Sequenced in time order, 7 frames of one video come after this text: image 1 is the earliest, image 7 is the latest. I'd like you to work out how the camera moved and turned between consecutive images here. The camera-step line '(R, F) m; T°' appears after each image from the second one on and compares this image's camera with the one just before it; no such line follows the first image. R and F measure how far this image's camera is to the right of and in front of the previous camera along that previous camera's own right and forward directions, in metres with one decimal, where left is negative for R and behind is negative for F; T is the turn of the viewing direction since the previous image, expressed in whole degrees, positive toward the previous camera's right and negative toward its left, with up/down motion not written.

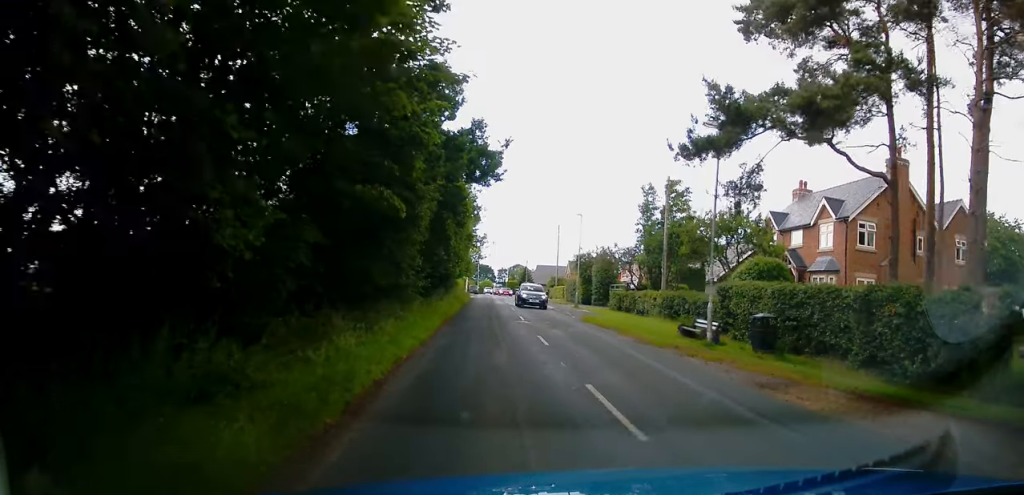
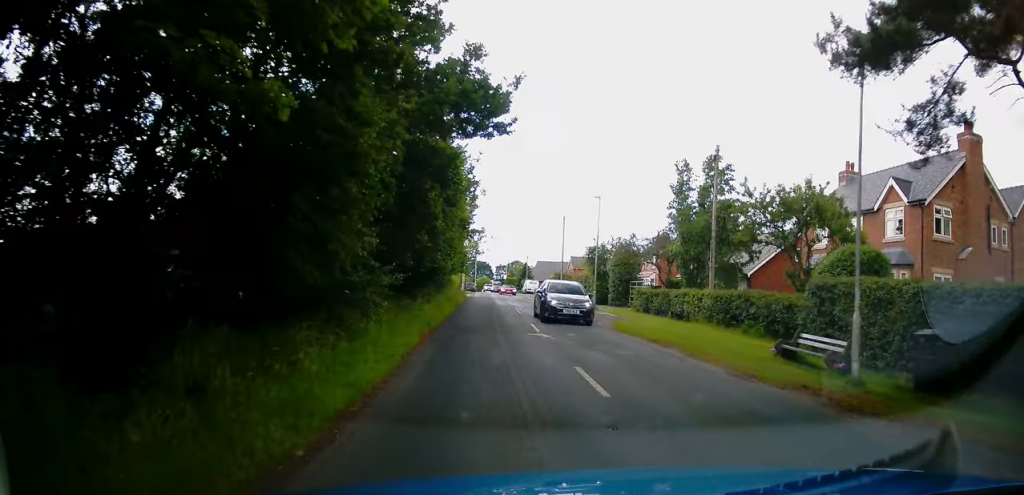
(0.0, +6.6) m; 0°
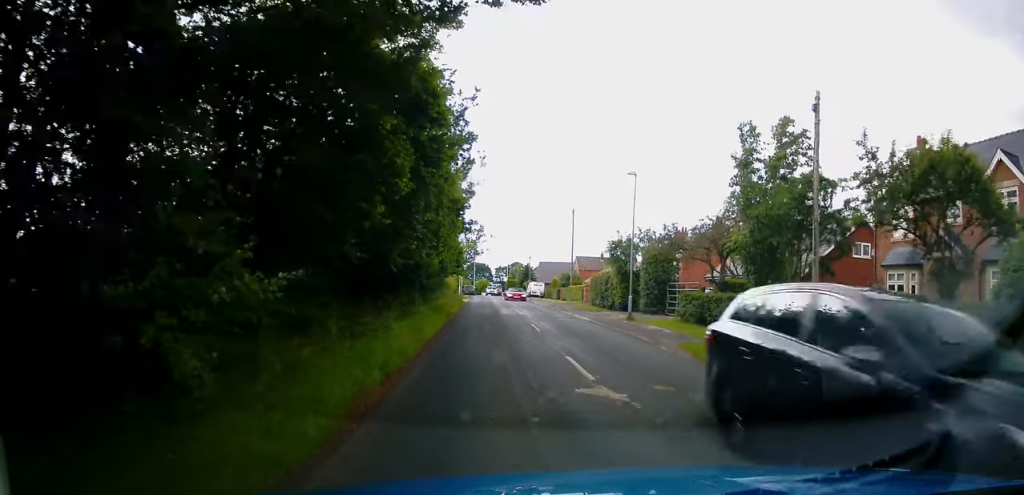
(-0.2, +7.9) m; 0°
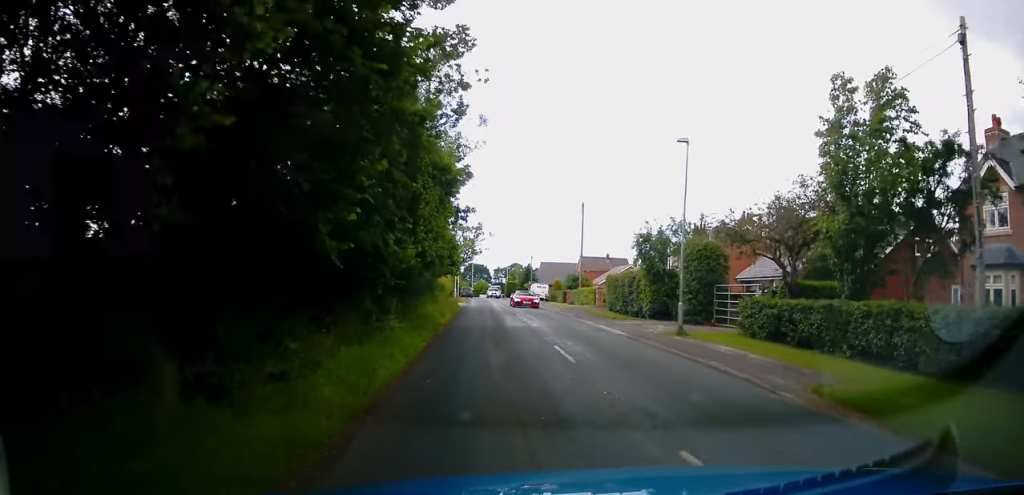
(0.0, +6.3) m; 0°
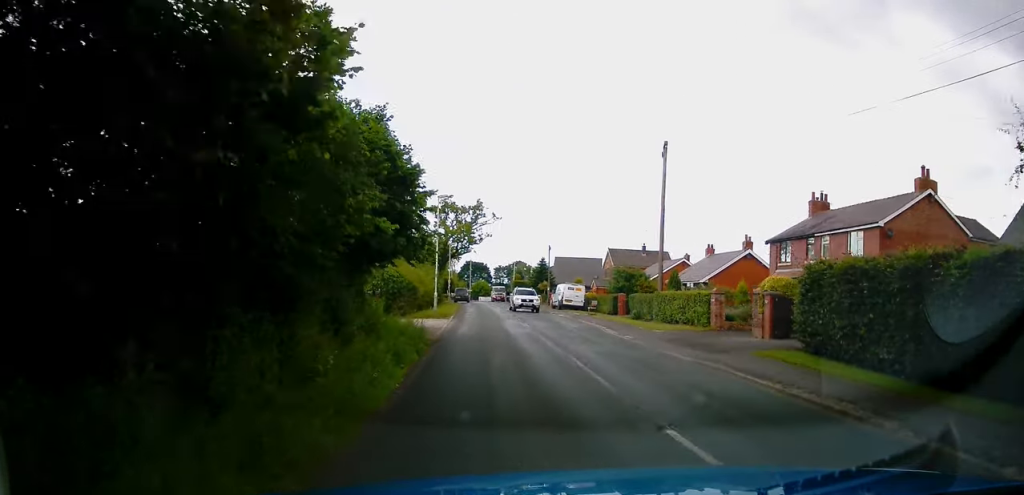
(+0.4, +23.8) m; 0°
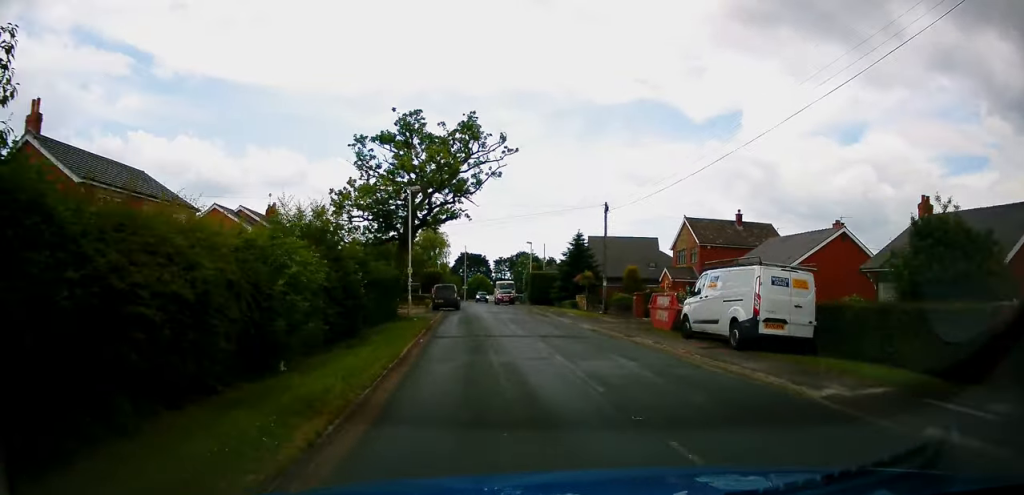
(+0.2, +31.6) m; +2°
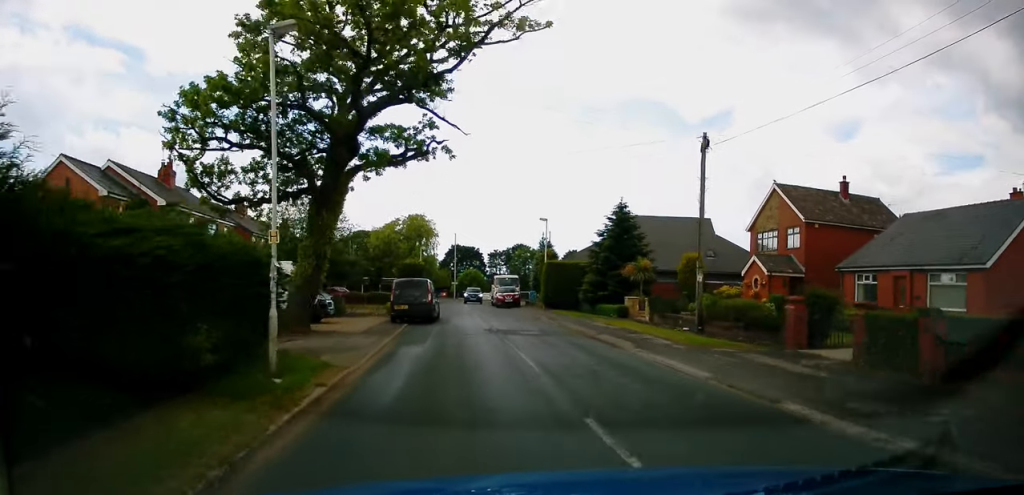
(+0.2, +17.4) m; +1°
